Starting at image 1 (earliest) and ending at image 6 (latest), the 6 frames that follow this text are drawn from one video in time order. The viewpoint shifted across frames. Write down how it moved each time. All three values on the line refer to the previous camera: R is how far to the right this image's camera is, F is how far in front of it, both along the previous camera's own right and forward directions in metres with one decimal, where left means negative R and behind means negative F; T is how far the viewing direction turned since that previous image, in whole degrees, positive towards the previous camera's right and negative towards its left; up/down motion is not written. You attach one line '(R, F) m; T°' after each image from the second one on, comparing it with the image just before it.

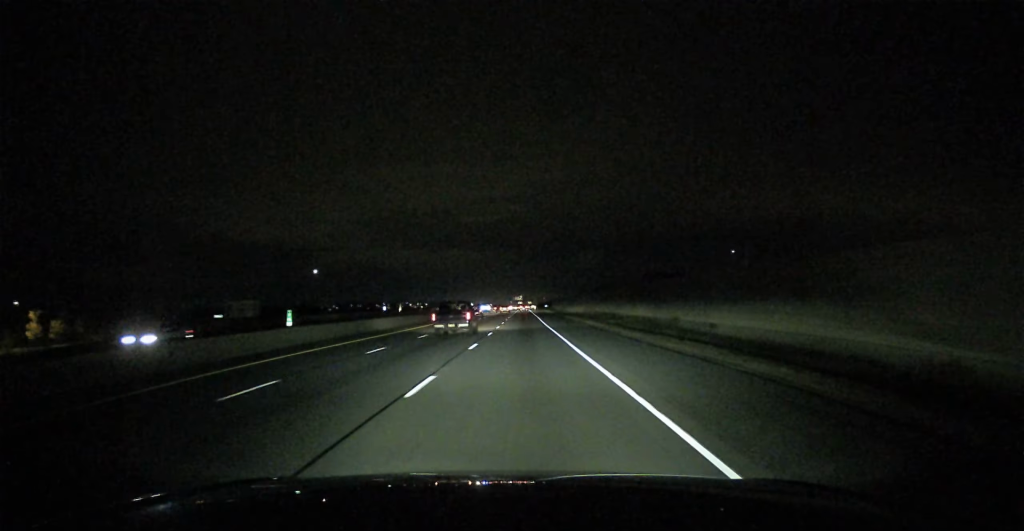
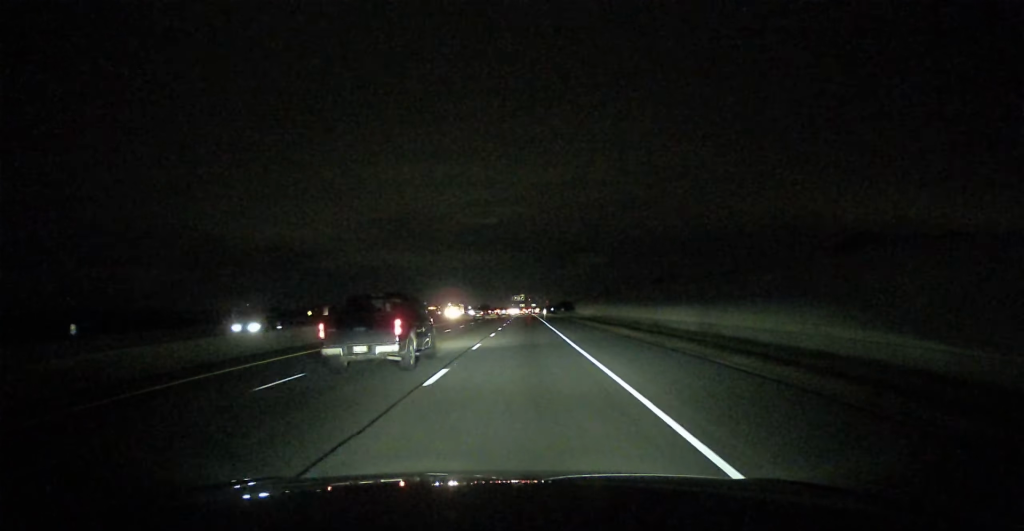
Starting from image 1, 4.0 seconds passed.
(-0.3, +144.6) m; 0°
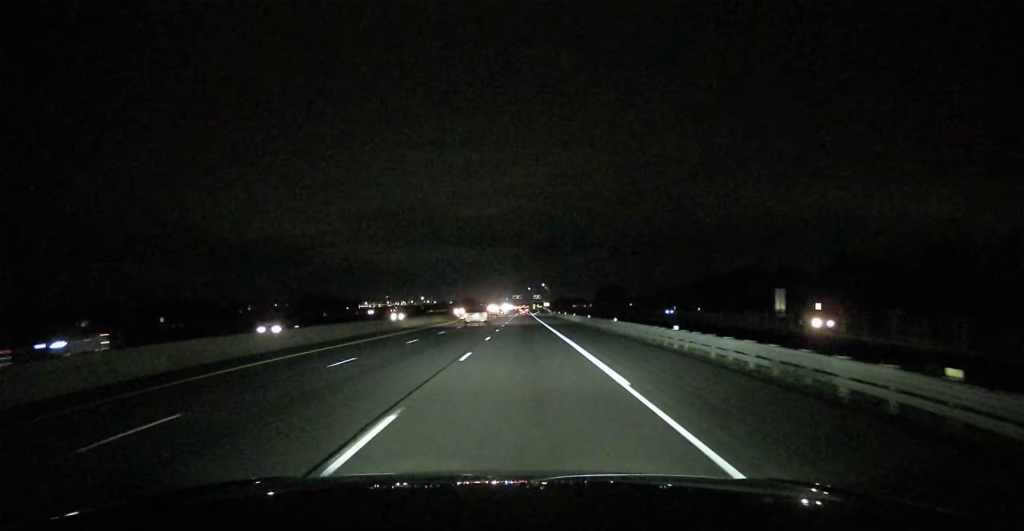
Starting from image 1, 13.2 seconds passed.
(-0.2, +328.2) m; 0°
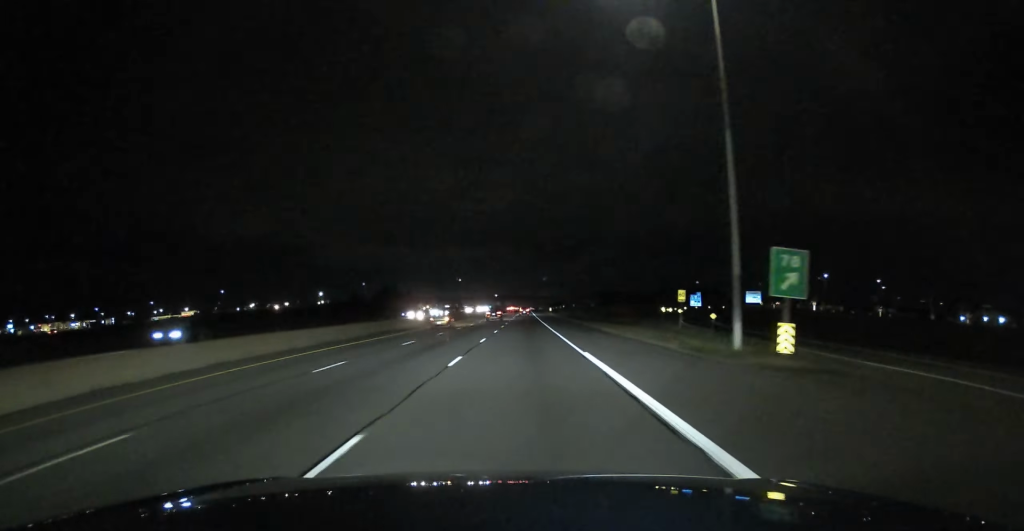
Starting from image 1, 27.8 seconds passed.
(+1.8, +520.1) m; 0°
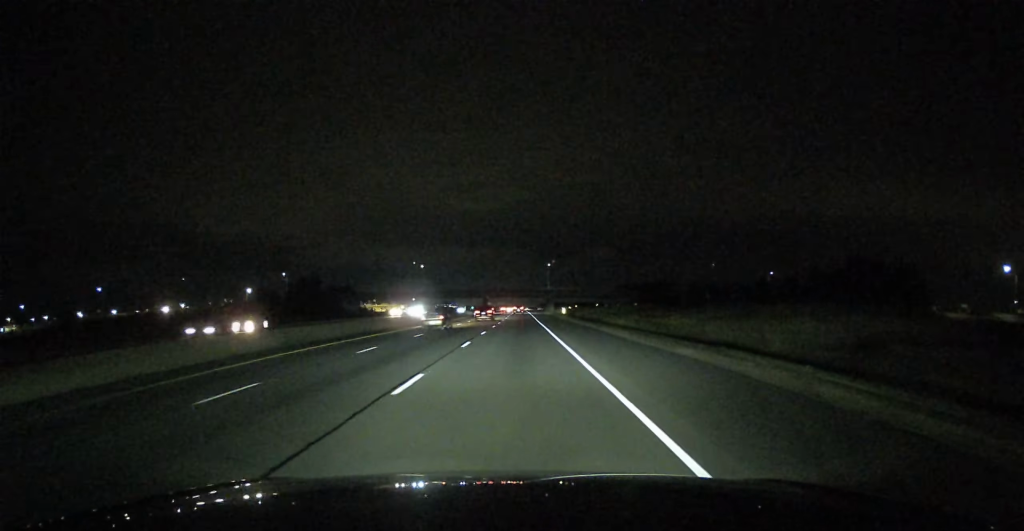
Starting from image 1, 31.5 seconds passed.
(-0.3, +129.9) m; 0°
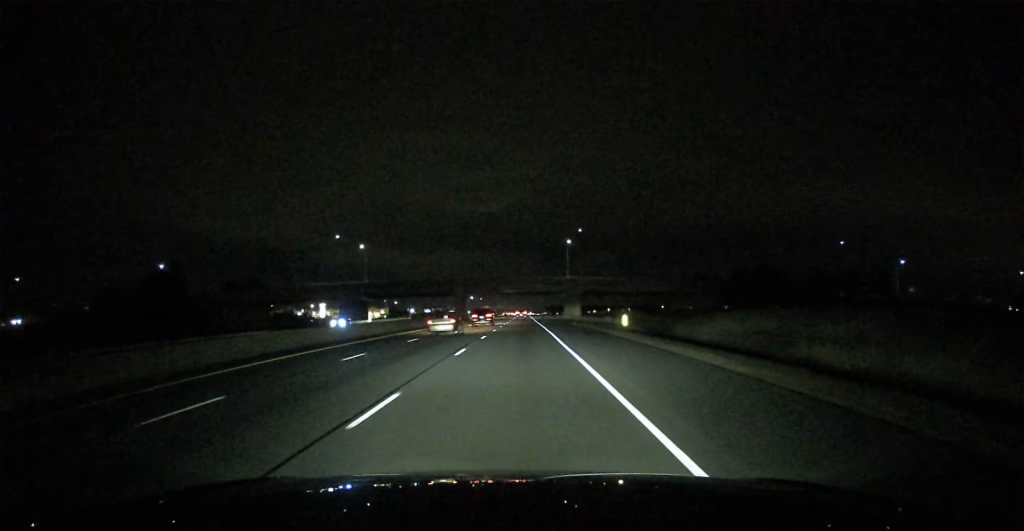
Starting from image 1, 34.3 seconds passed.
(-0.3, +100.6) m; 0°
